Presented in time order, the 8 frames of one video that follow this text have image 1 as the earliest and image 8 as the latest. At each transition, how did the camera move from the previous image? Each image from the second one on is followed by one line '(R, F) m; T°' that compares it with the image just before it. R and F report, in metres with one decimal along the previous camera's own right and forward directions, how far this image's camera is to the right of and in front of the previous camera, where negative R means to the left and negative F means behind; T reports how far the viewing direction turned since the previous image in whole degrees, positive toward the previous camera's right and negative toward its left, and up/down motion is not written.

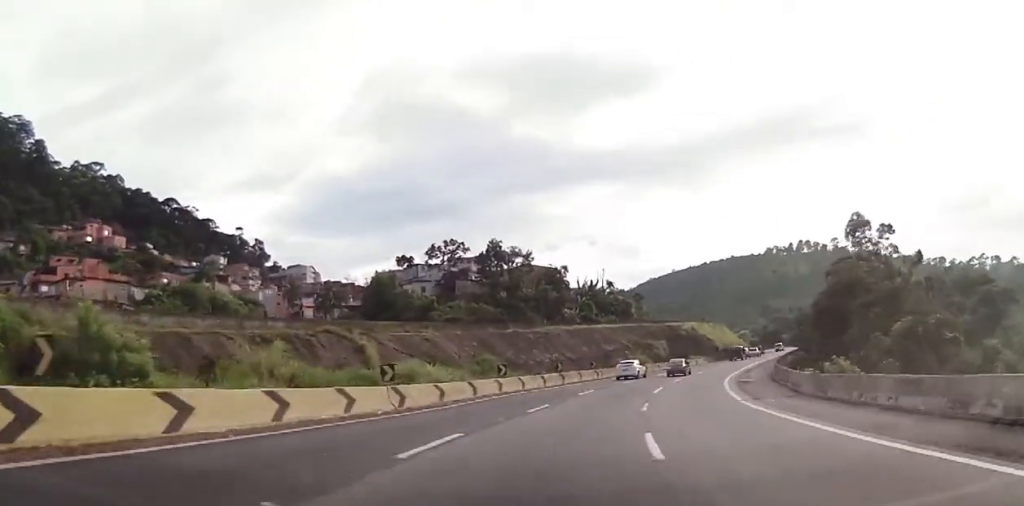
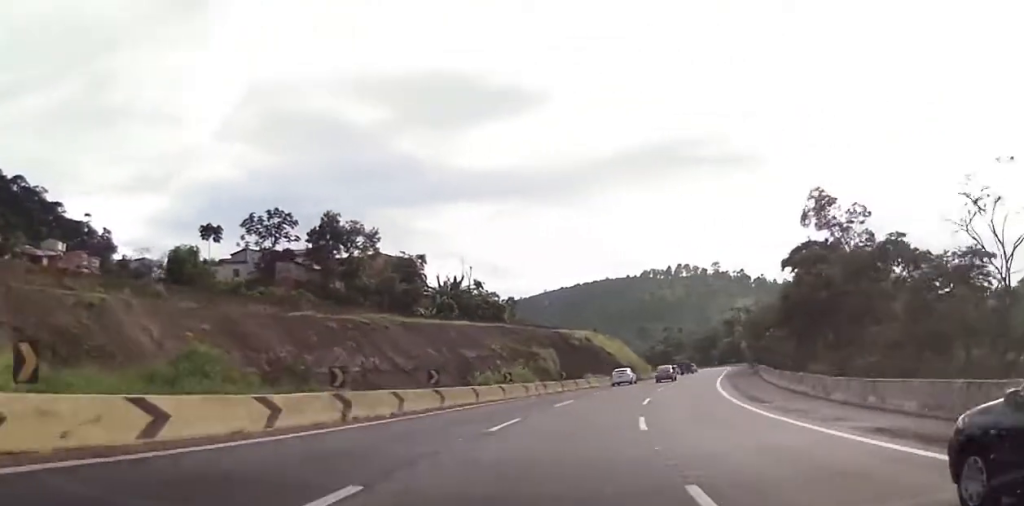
(+2.9, +30.0) m; +11°
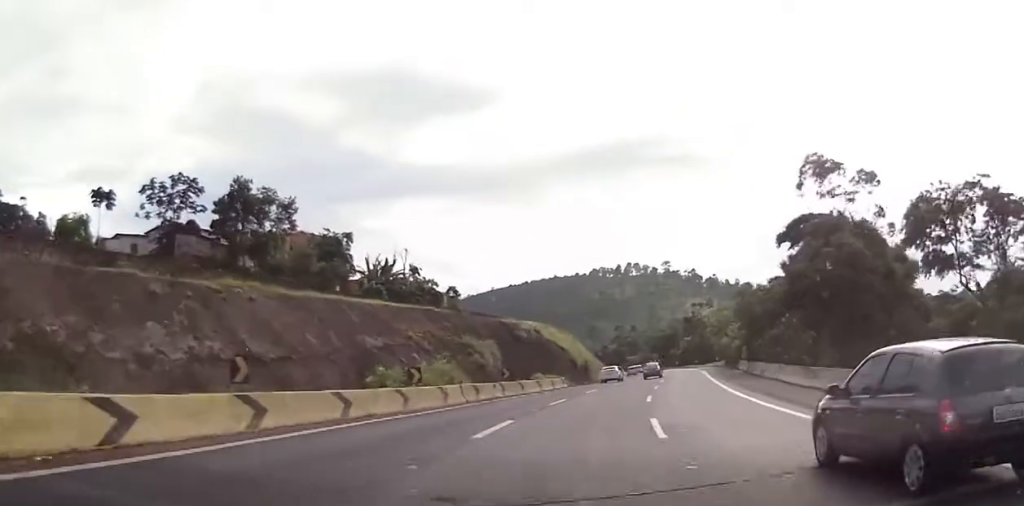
(+0.6, +14.5) m; +5°
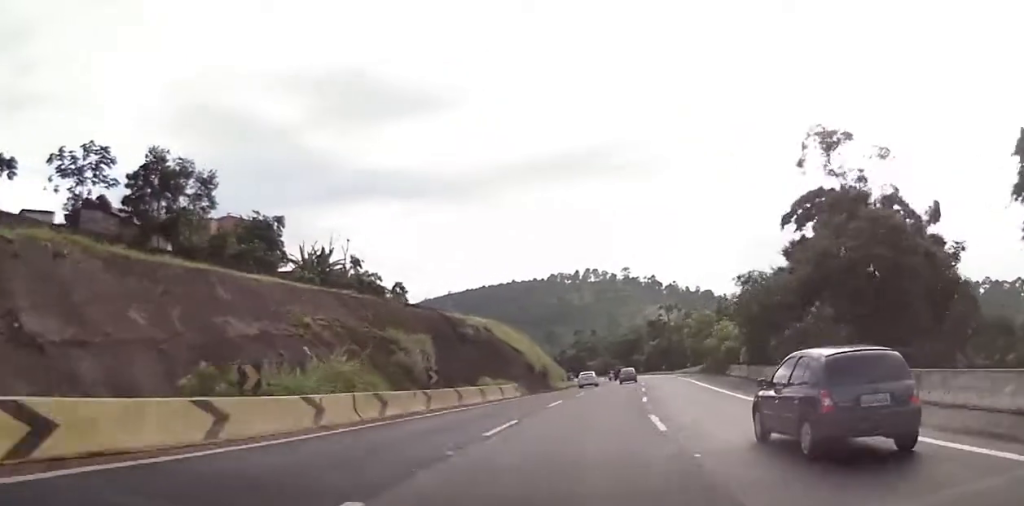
(+0.3, +11.6) m; +4°
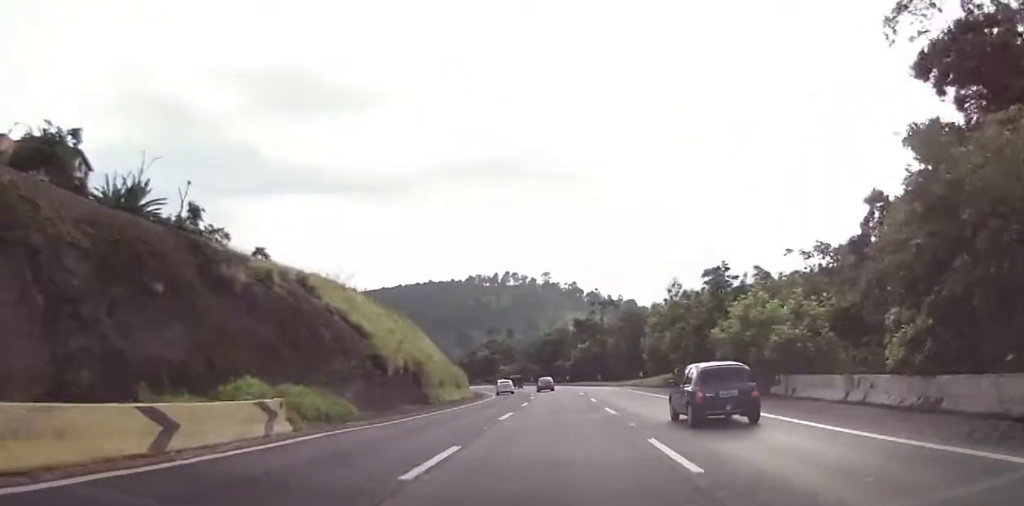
(+2.2, +29.8) m; +6°
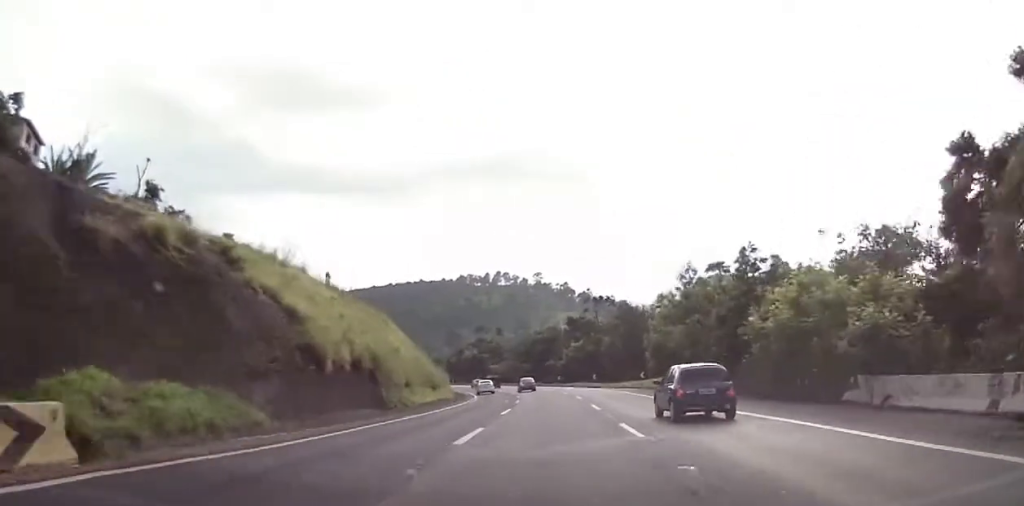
(0.0, +8.1) m; 0°
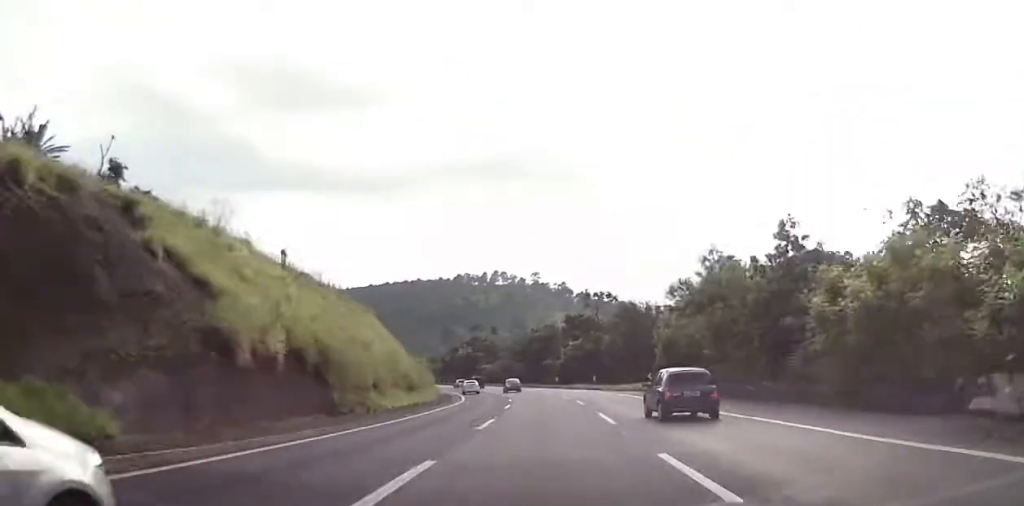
(0.0, +6.9) m; 0°
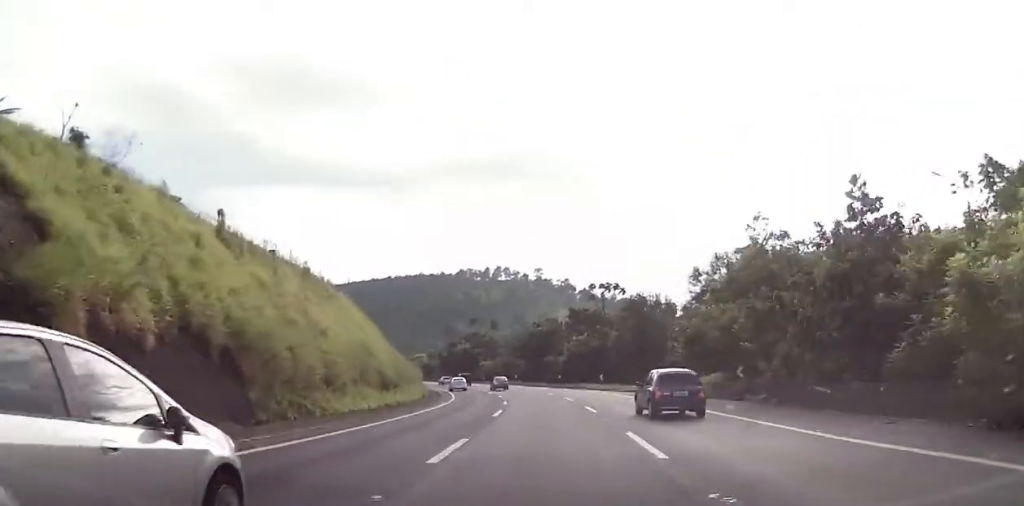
(0.0, +7.6) m; 0°
